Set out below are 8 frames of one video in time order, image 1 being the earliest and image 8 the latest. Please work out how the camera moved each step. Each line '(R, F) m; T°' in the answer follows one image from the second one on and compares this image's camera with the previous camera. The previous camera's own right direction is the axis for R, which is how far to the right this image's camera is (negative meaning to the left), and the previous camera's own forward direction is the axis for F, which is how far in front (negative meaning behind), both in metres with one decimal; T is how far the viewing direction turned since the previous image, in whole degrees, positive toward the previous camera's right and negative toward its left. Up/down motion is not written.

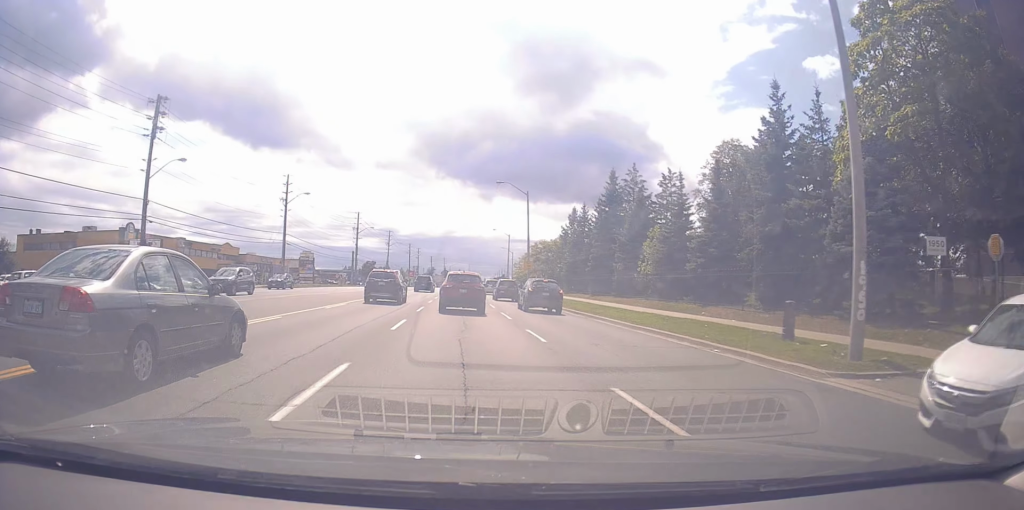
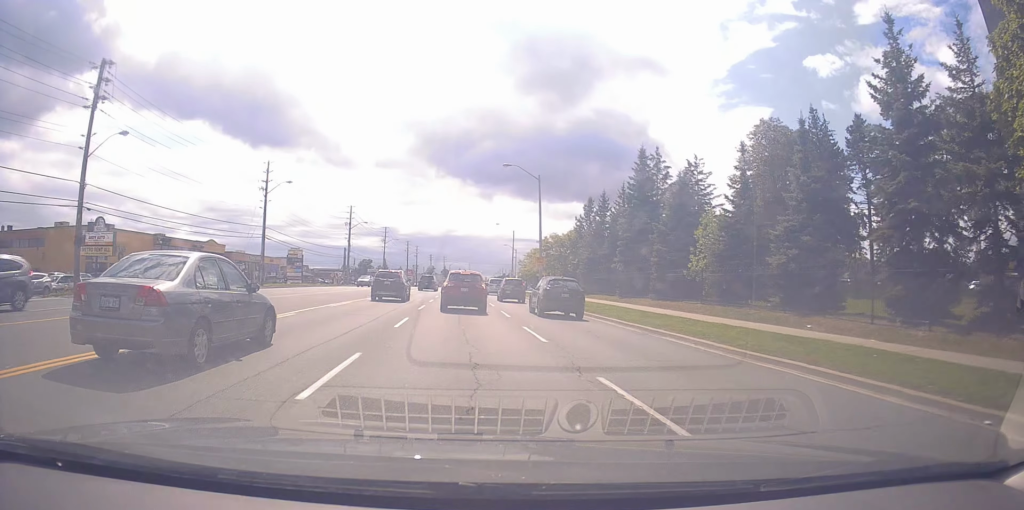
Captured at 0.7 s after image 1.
(+0.2, +8.4) m; +1°
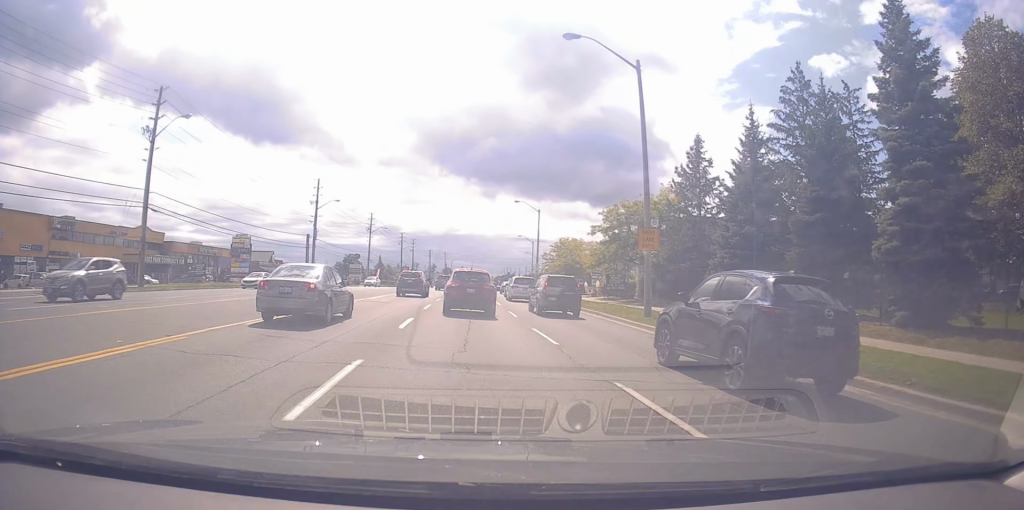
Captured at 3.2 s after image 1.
(-1.1, +27.3) m; -4°
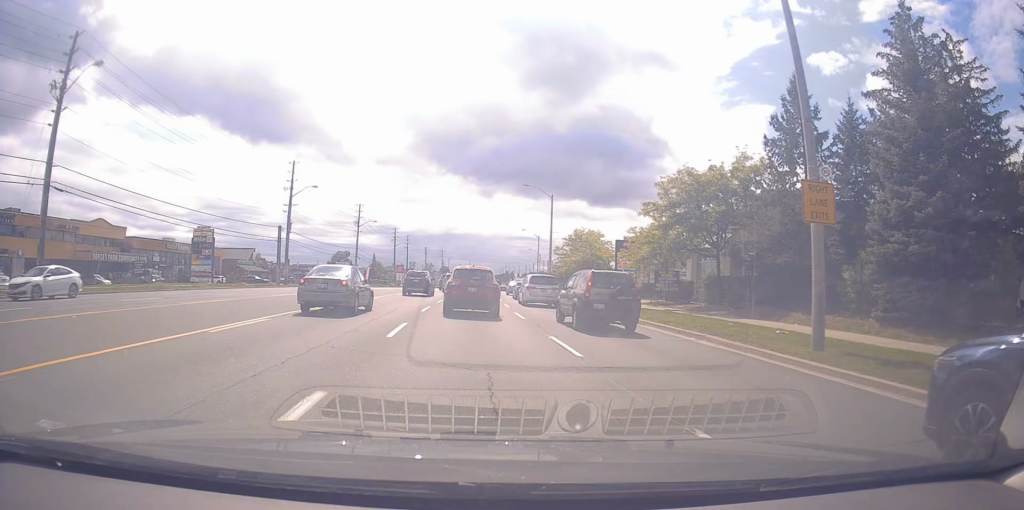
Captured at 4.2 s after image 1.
(+0.1, +11.3) m; 0°
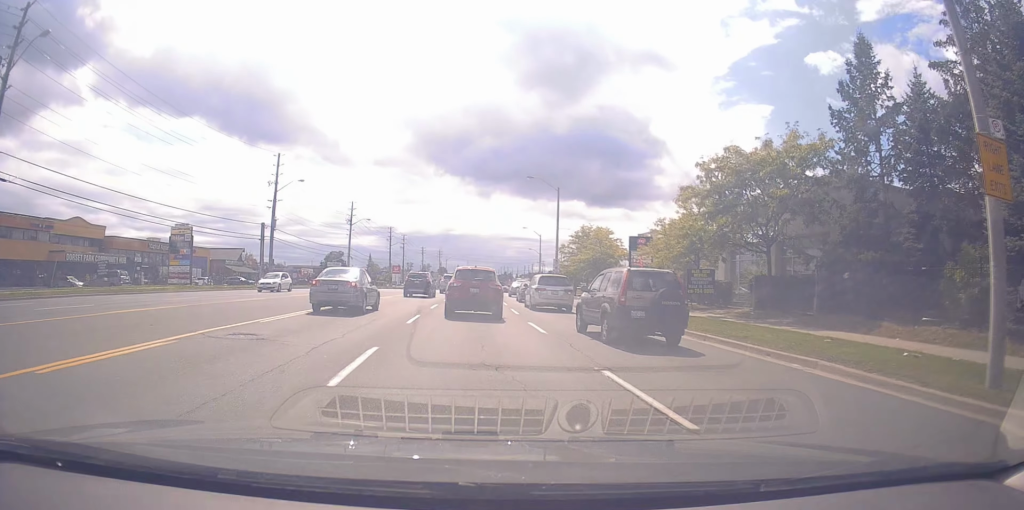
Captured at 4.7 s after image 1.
(0.0, +5.1) m; 0°
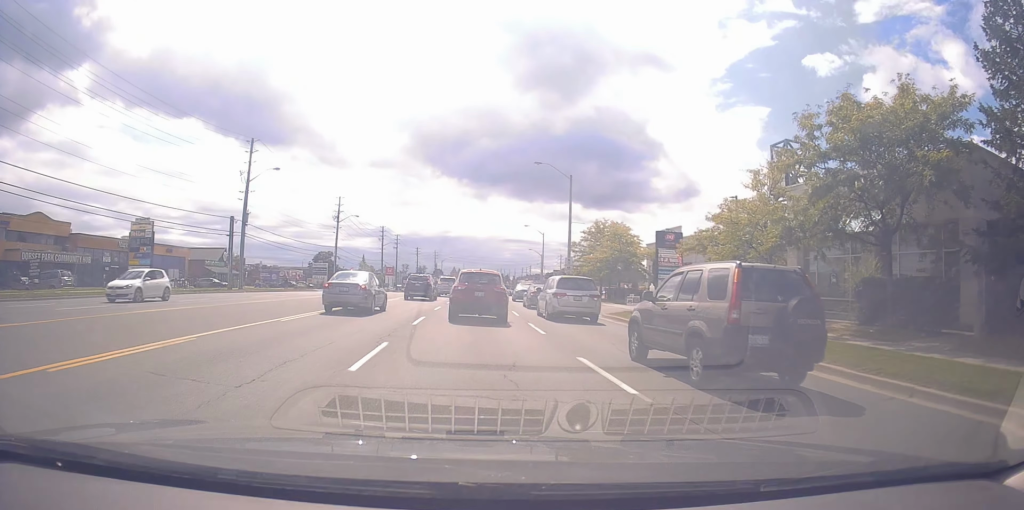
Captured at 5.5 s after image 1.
(0.0, +7.9) m; +1°
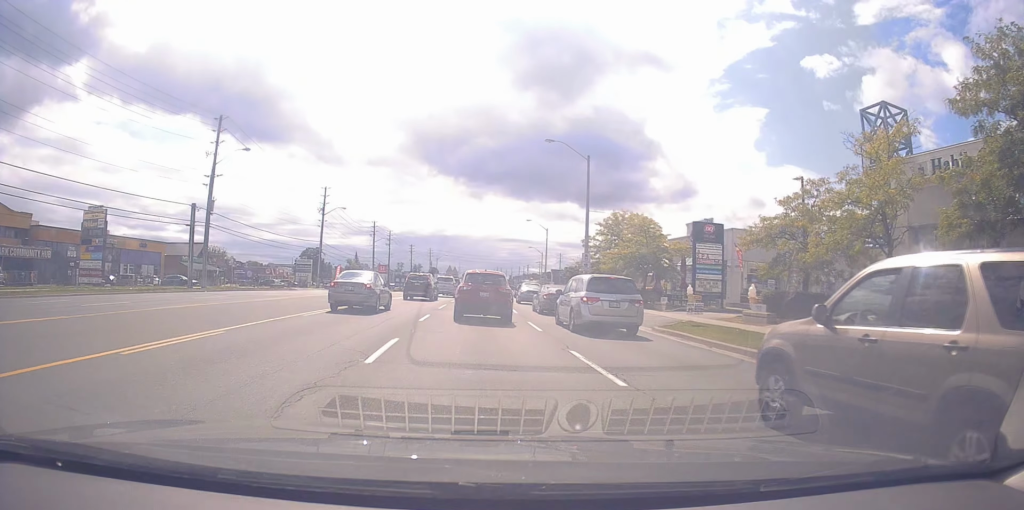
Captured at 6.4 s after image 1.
(+0.1, +7.9) m; +4°
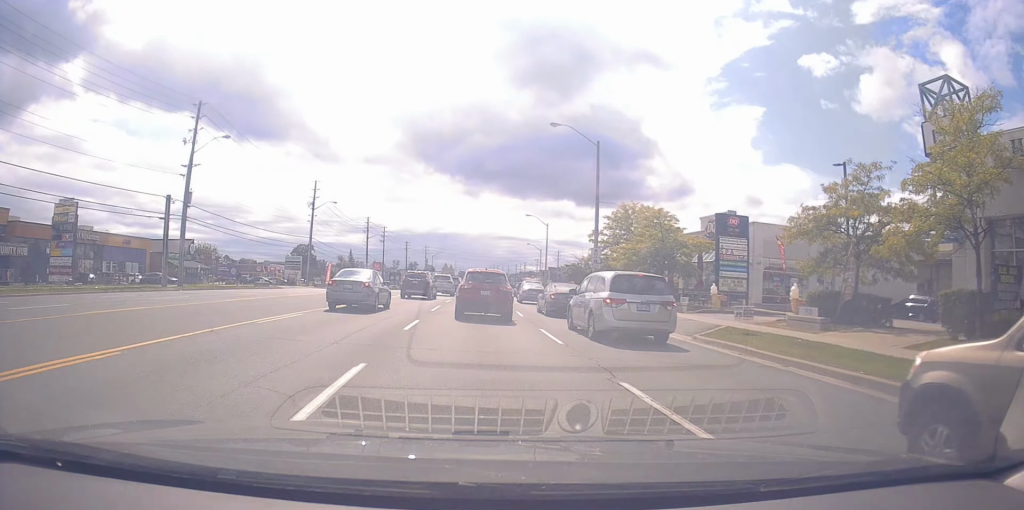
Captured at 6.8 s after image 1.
(+0.2, +4.0) m; +1°
